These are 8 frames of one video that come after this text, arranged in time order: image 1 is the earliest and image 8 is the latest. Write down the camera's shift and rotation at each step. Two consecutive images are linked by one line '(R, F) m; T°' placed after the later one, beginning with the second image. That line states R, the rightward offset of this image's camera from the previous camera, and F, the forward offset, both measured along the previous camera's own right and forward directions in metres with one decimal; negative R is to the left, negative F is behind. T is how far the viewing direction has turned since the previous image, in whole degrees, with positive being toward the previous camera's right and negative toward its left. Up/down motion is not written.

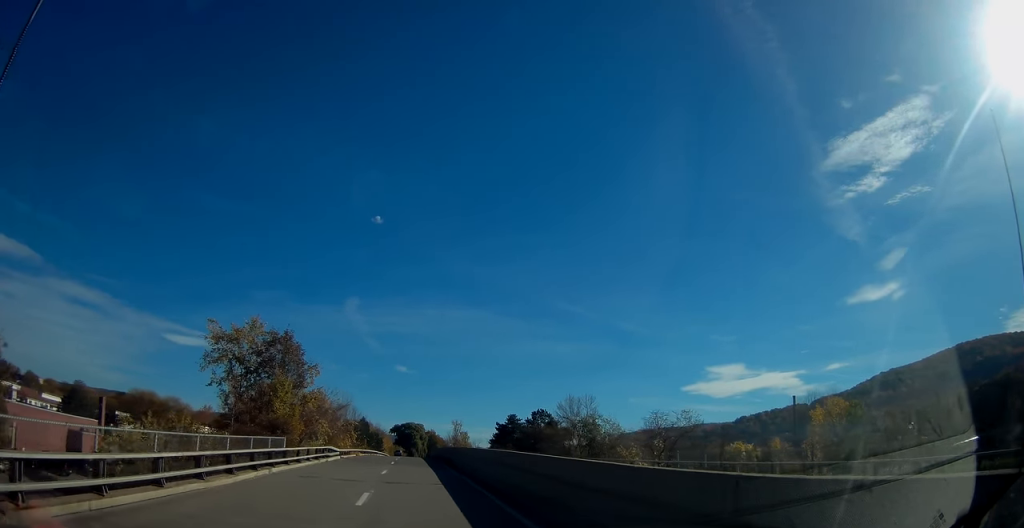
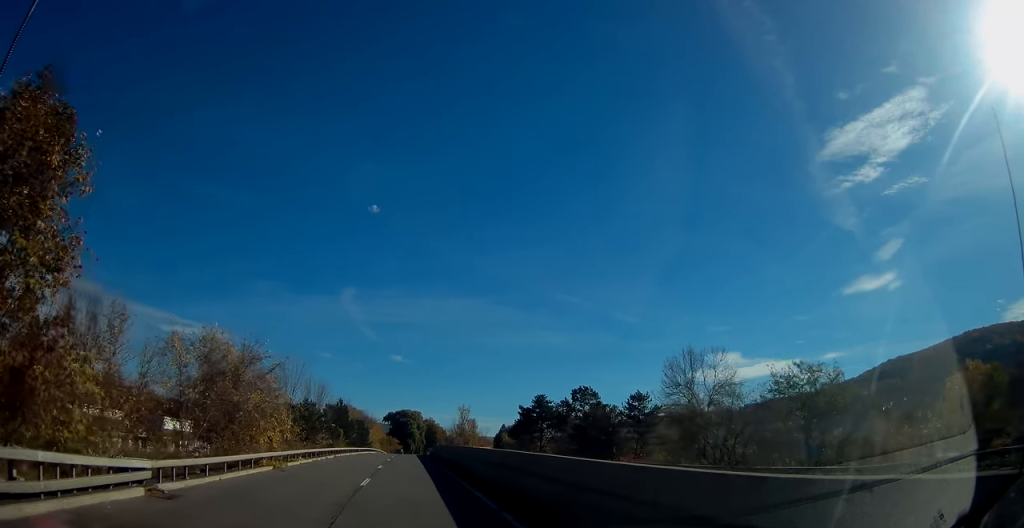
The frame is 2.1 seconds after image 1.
(+0.2, +33.4) m; 0°
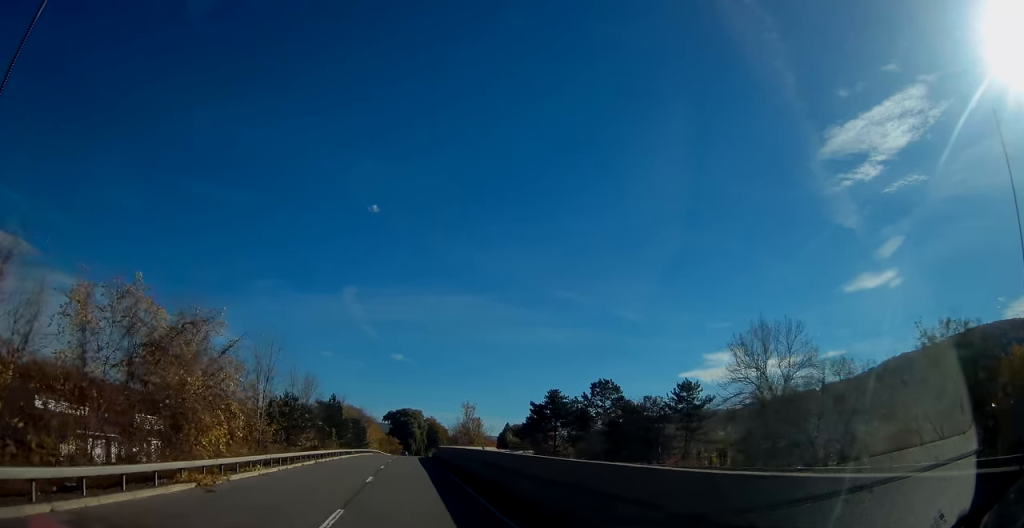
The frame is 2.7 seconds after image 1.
(+0.1, +9.3) m; -1°
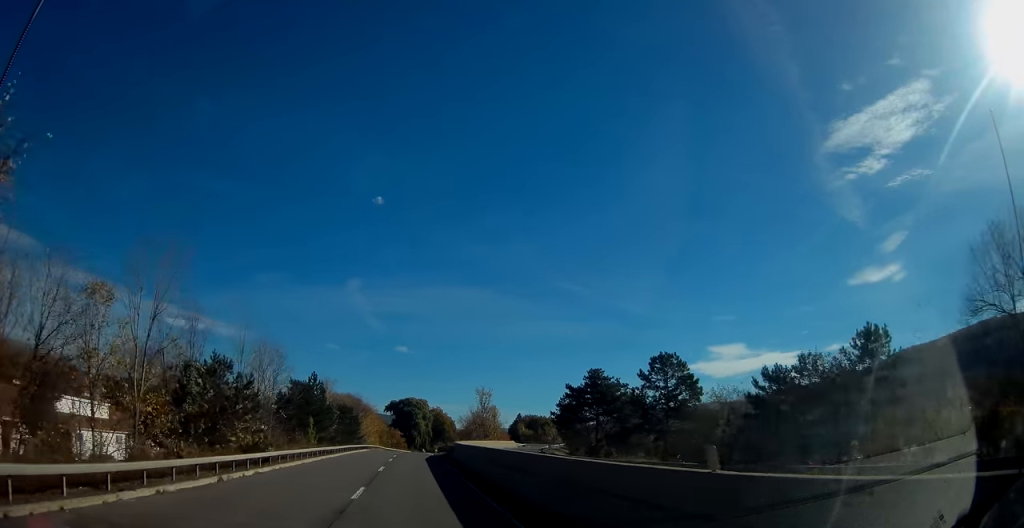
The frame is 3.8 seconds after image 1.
(-0.4, +19.3) m; -1°
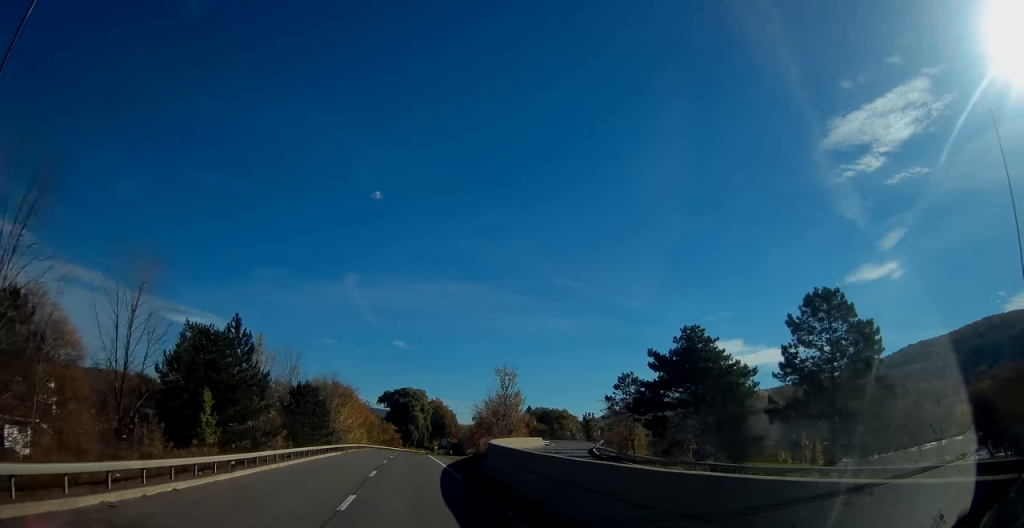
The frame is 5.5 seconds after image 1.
(+0.3, +27.3) m; +1°
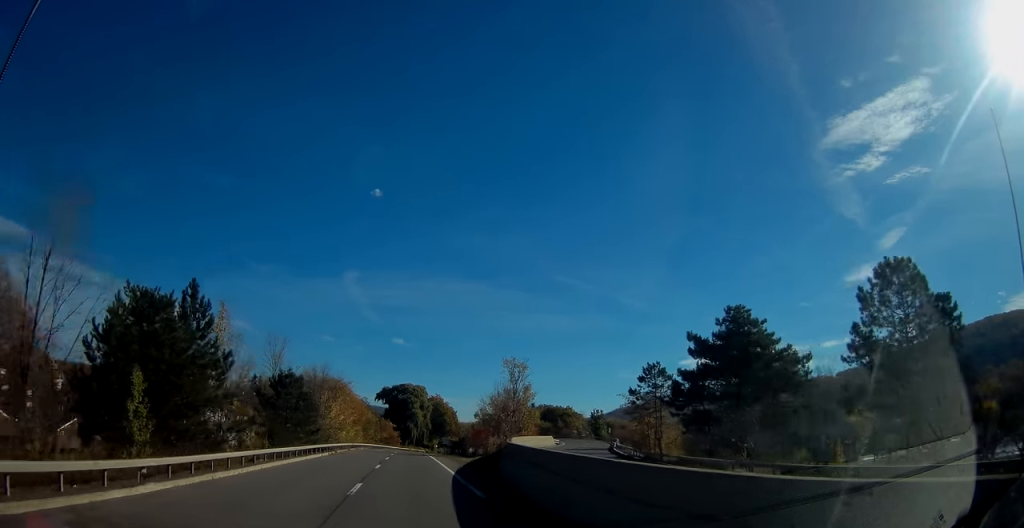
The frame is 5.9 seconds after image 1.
(0.0, +7.5) m; 0°
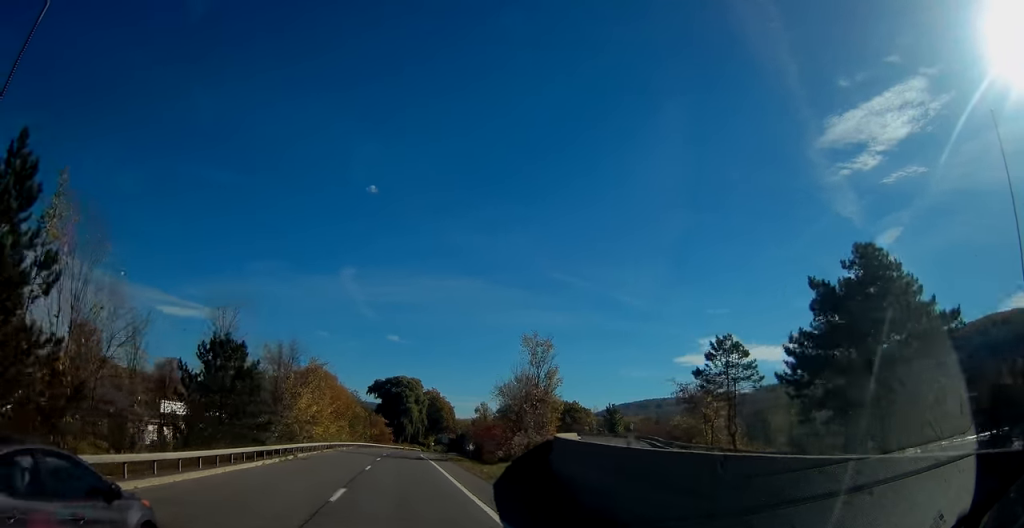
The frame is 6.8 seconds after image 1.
(+0.1, +15.1) m; 0°
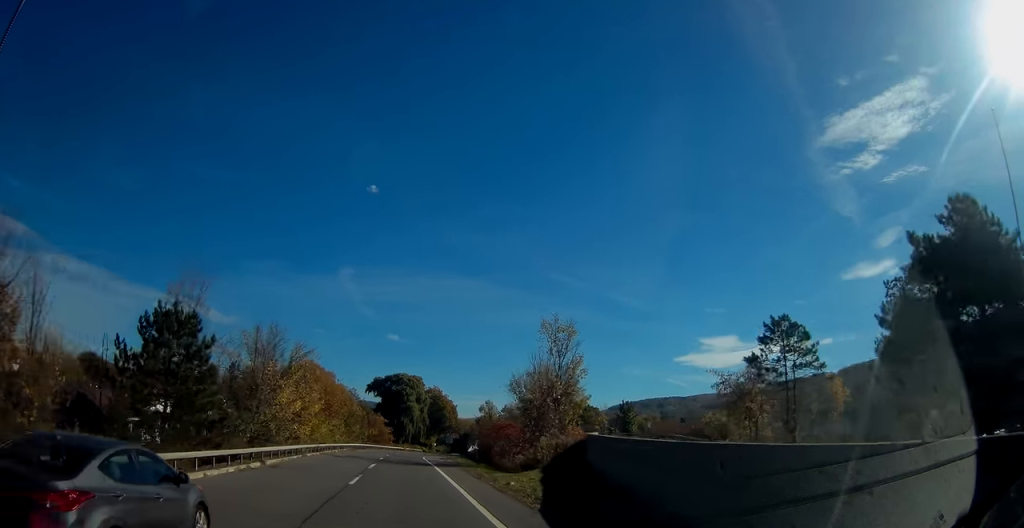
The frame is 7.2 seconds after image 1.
(0.0, +7.7) m; 0°
